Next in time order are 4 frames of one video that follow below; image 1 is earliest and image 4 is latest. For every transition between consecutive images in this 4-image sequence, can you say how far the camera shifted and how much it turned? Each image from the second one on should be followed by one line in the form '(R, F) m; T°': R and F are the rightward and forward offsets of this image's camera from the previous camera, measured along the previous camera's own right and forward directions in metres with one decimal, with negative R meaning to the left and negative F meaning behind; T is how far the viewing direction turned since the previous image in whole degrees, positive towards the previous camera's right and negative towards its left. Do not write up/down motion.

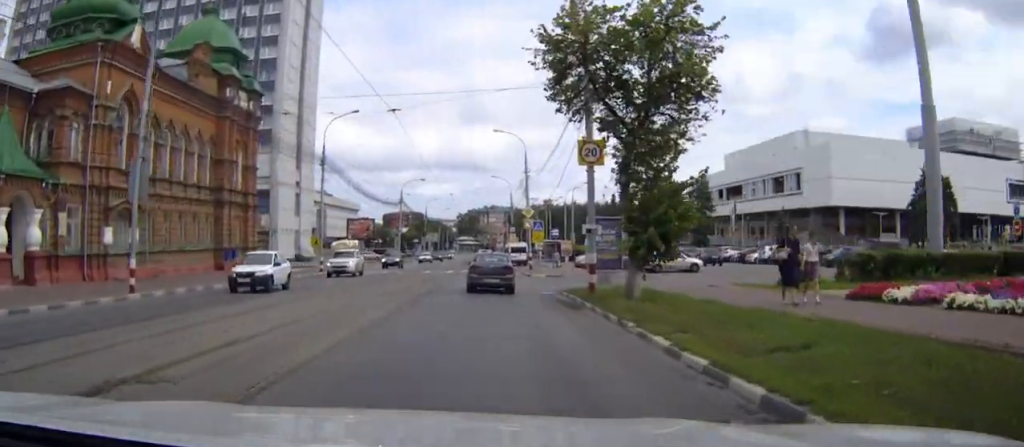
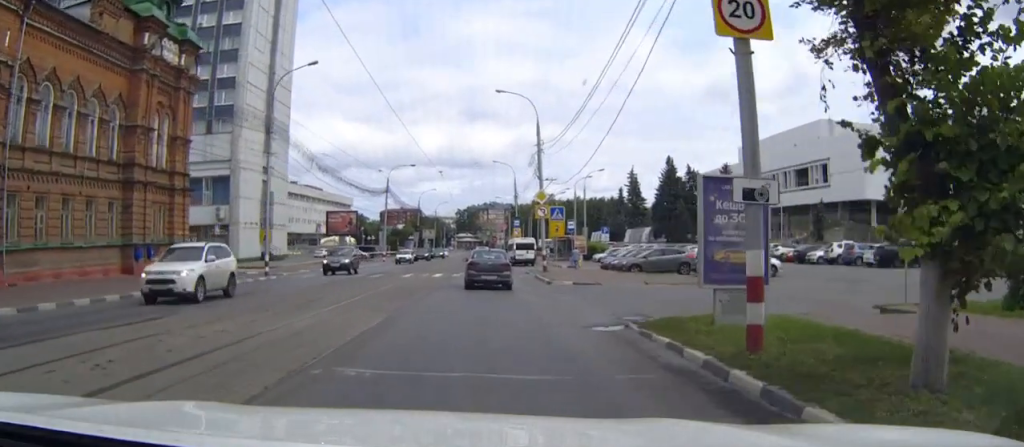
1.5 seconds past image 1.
(-0.3, +13.8) m; -3°
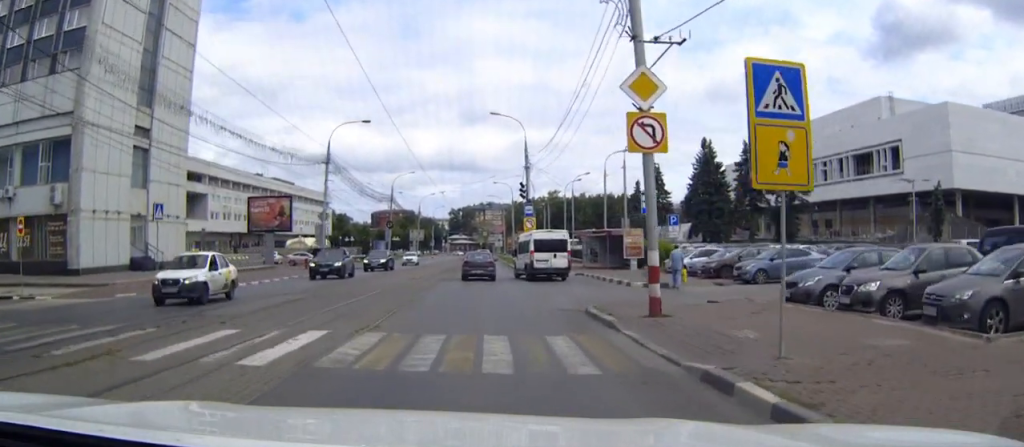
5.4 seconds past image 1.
(+0.4, +30.5) m; +3°
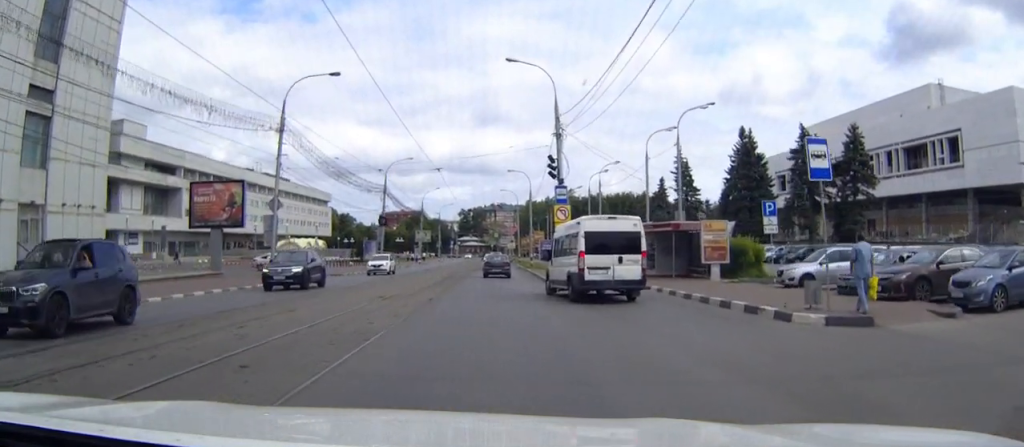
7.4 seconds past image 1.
(+0.1, +15.1) m; 0°
